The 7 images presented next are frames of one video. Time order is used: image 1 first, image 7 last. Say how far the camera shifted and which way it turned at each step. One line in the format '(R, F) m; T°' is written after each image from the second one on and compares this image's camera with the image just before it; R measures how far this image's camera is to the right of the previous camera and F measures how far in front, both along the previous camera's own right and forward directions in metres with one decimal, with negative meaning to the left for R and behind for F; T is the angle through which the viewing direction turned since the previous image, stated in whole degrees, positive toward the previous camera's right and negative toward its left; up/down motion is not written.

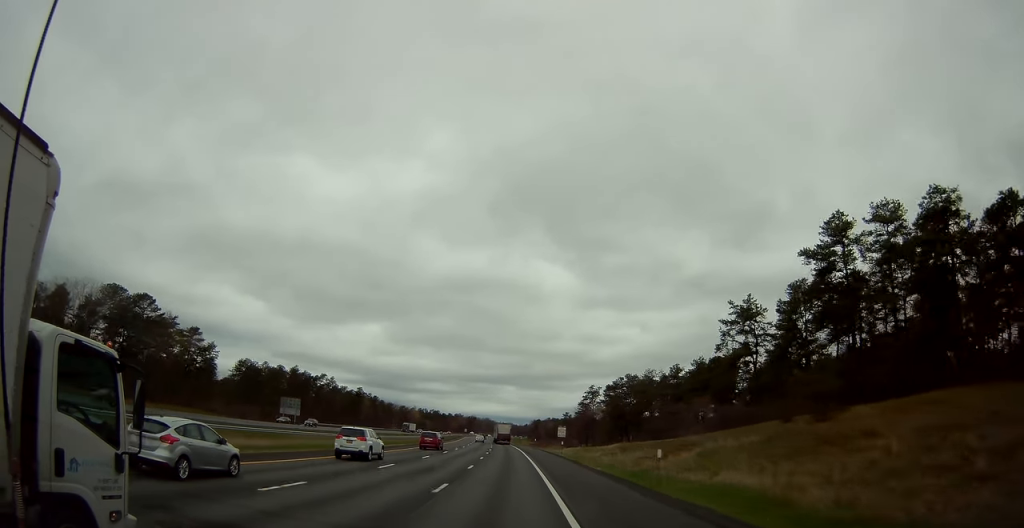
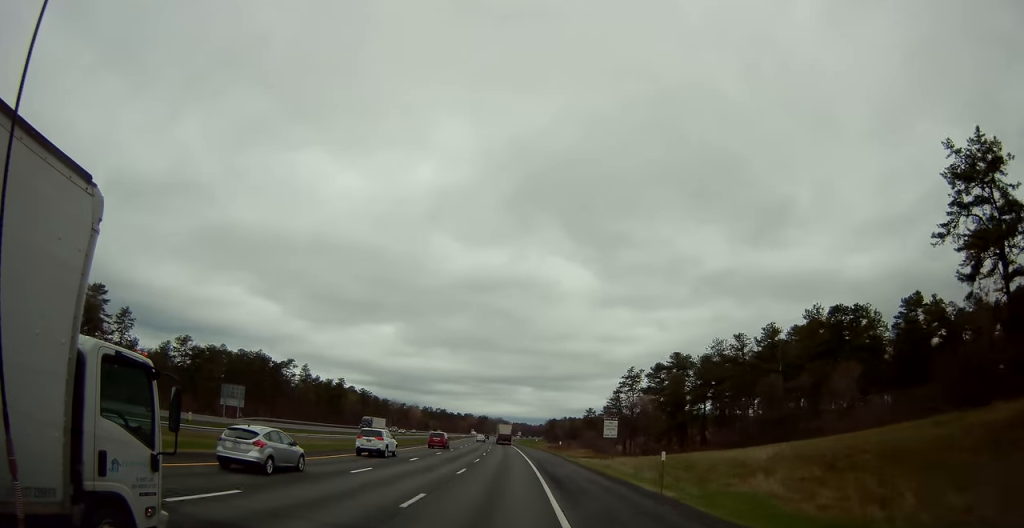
(-0.7, +41.2) m; -1°
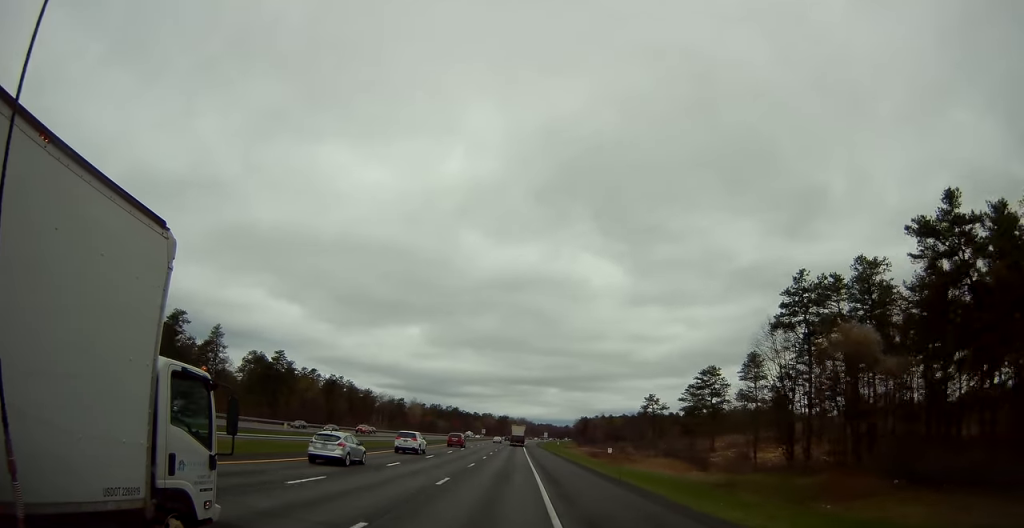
(-1.2, +68.1) m; -2°
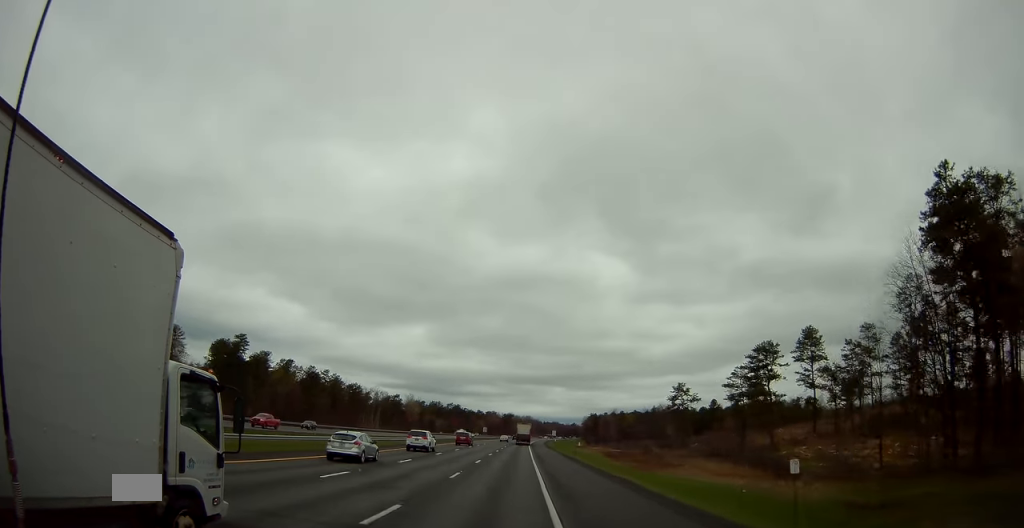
(-0.1, +22.0) m; -1°
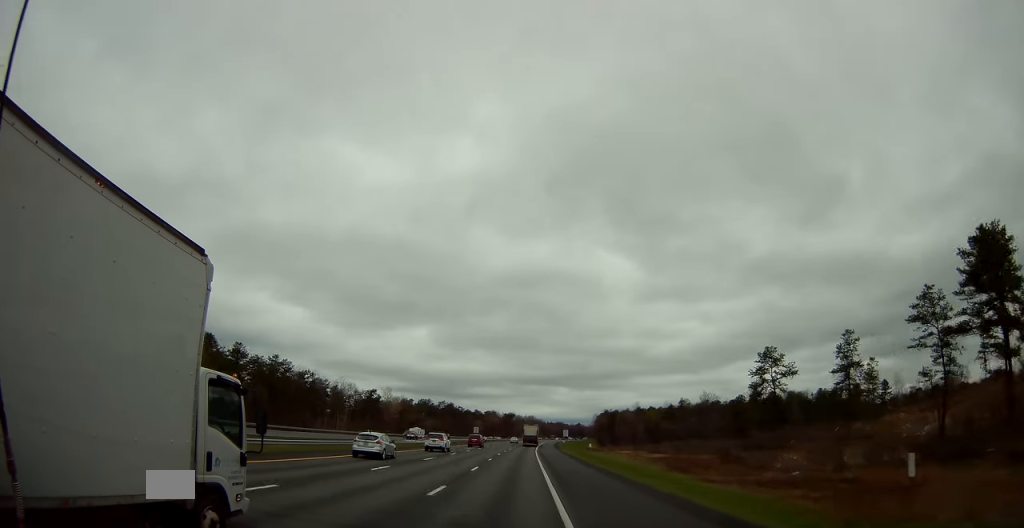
(-0.4, +44.0) m; -1°
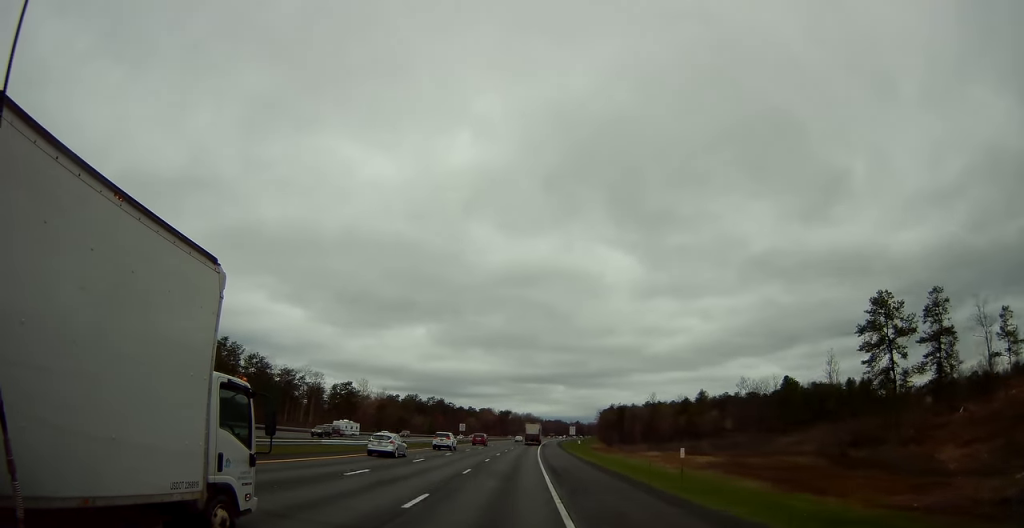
(0.0, +28.0) m; +1°
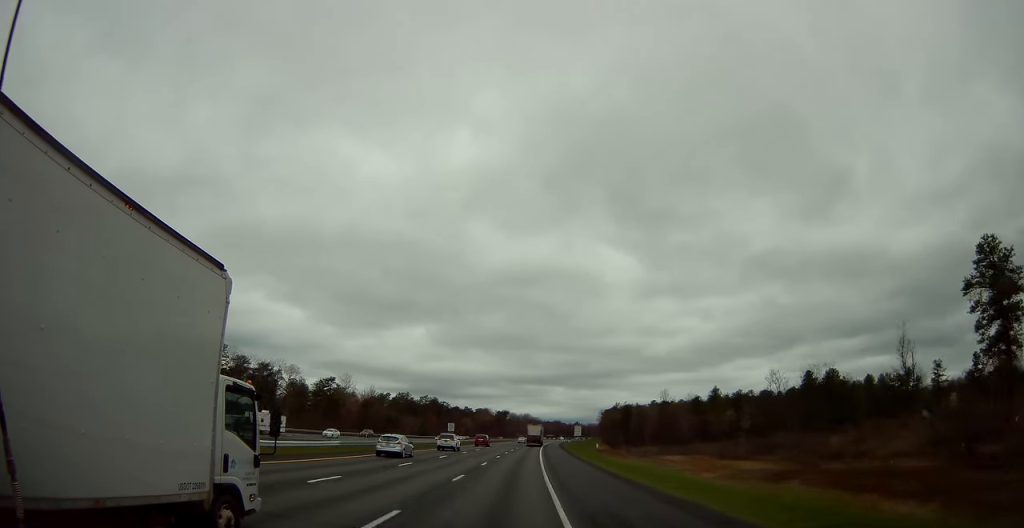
(0.0, +16.0) m; 0°
